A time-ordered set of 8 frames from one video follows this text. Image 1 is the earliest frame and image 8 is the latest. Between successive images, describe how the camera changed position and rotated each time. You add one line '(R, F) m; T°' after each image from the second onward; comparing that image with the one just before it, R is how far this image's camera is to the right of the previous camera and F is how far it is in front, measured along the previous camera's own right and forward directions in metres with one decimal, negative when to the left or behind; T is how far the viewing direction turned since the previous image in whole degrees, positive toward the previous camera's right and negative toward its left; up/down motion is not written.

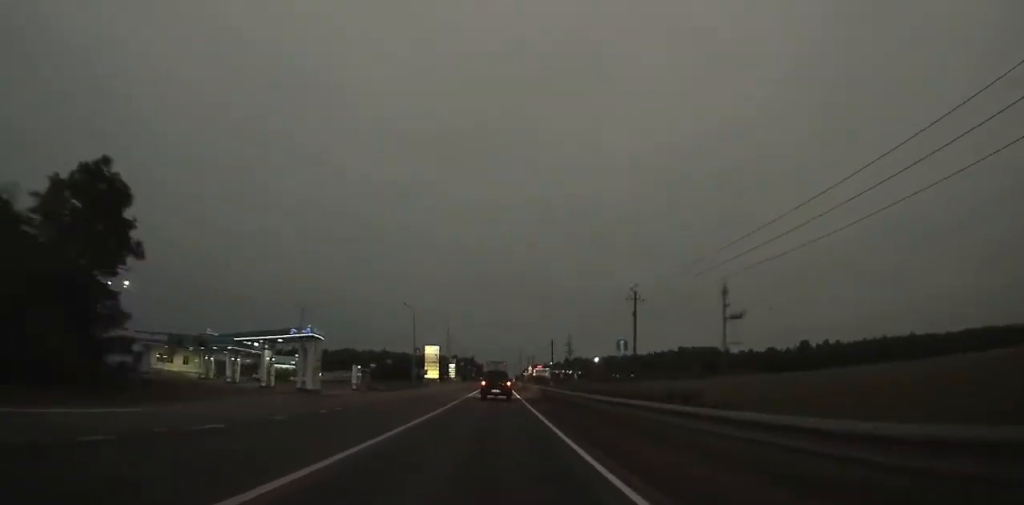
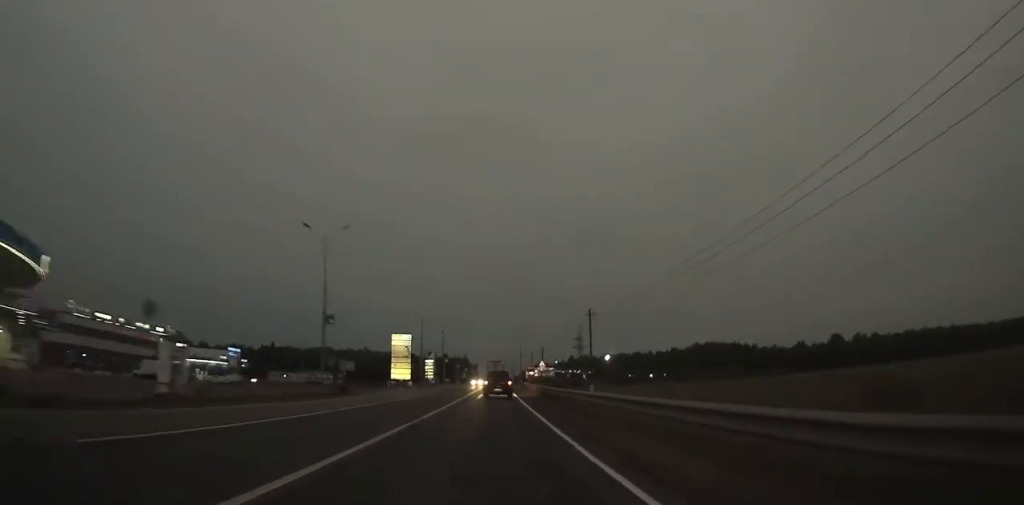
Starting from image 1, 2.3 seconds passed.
(0.0, +45.3) m; 0°
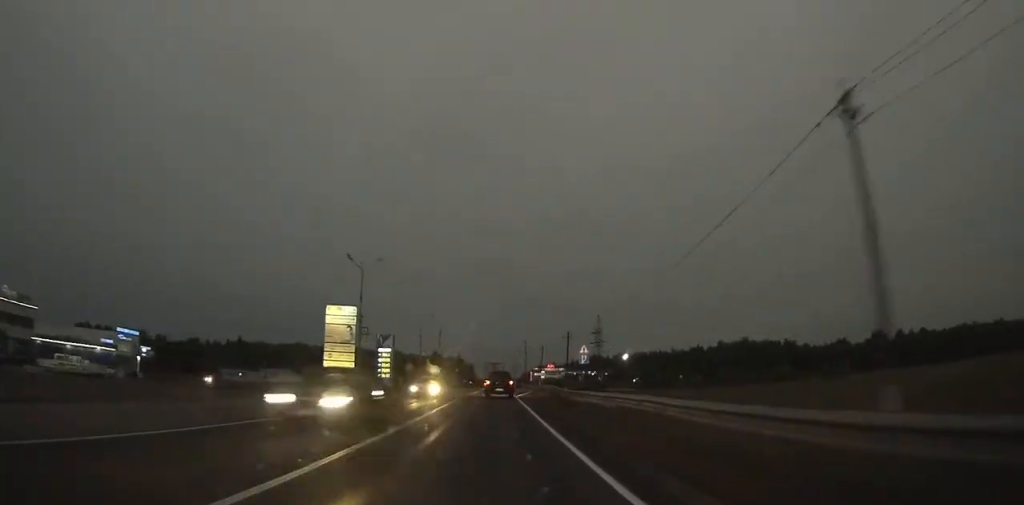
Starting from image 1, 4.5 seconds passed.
(0.0, +43.0) m; 0°
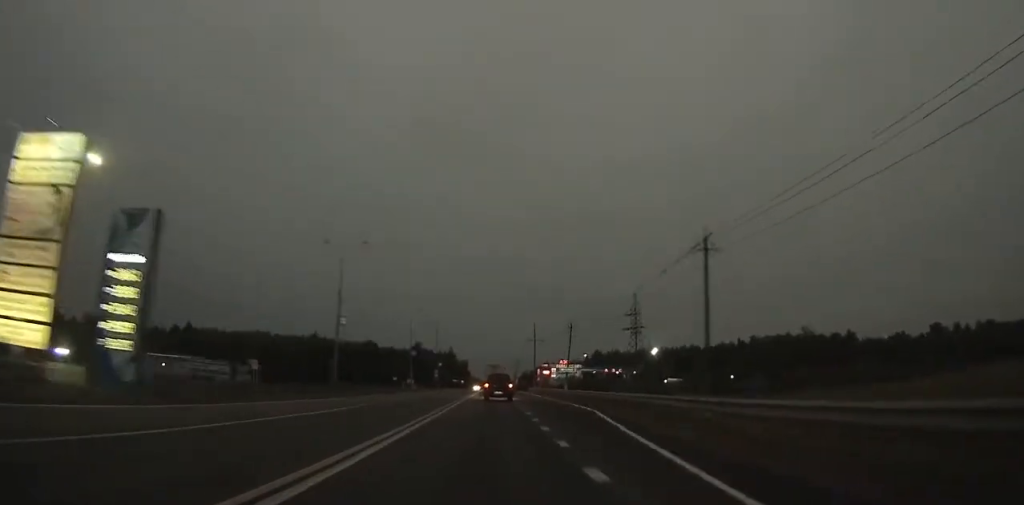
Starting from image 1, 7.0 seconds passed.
(0.0, +48.3) m; 0°
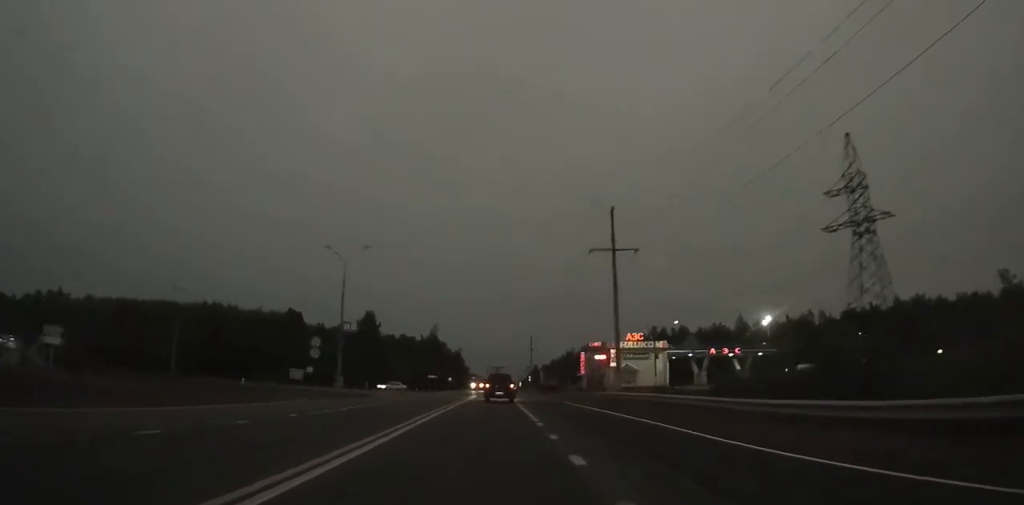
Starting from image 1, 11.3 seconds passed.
(+0.2, +82.3) m; 0°
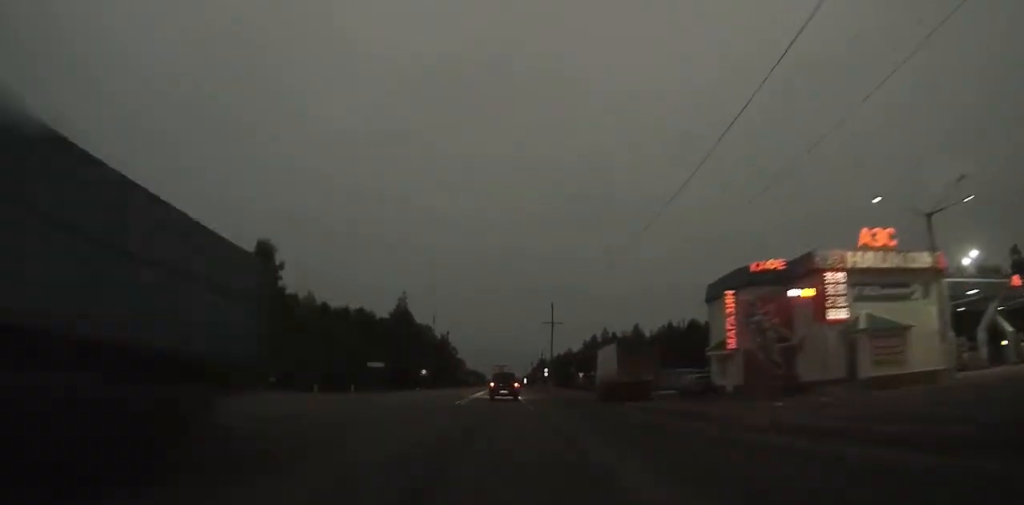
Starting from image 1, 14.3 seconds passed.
(0.0, +57.6) m; 0°
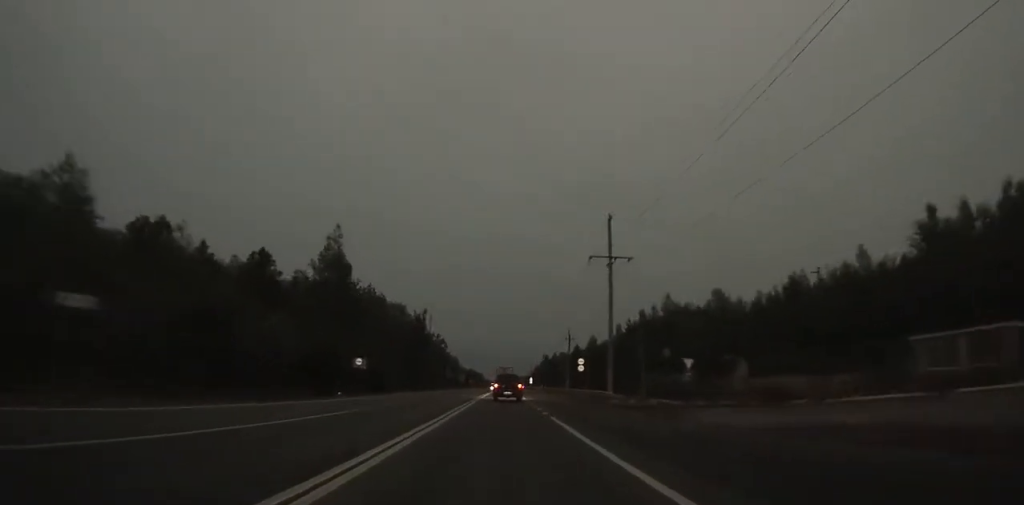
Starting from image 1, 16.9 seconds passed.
(0.0, +50.7) m; 0°
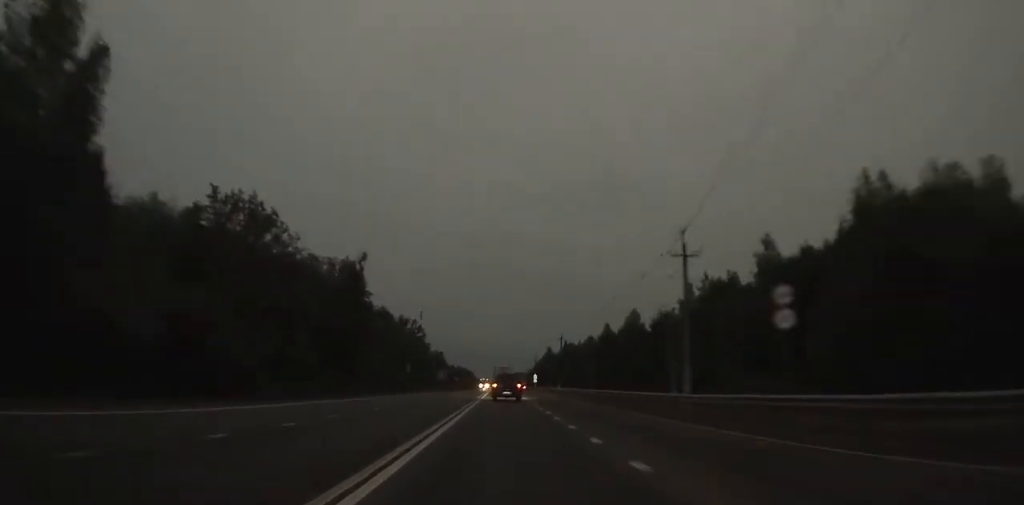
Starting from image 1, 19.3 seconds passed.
(+0.1, +47.9) m; 0°
